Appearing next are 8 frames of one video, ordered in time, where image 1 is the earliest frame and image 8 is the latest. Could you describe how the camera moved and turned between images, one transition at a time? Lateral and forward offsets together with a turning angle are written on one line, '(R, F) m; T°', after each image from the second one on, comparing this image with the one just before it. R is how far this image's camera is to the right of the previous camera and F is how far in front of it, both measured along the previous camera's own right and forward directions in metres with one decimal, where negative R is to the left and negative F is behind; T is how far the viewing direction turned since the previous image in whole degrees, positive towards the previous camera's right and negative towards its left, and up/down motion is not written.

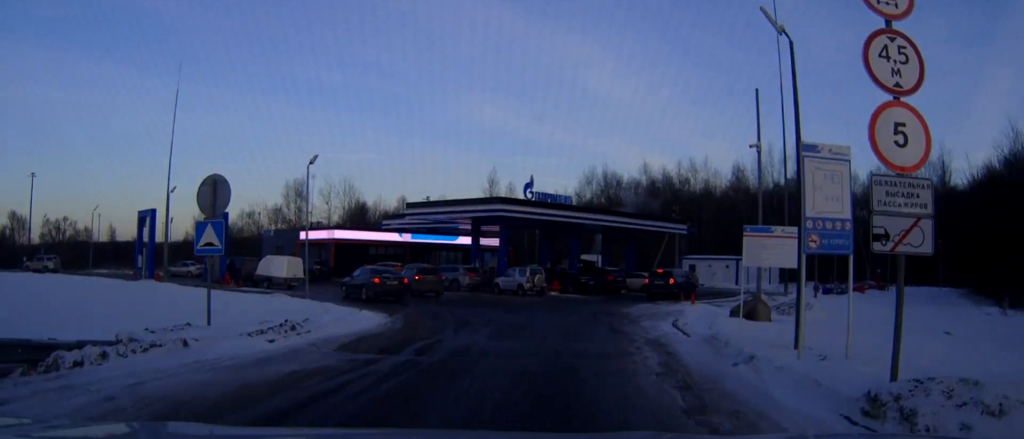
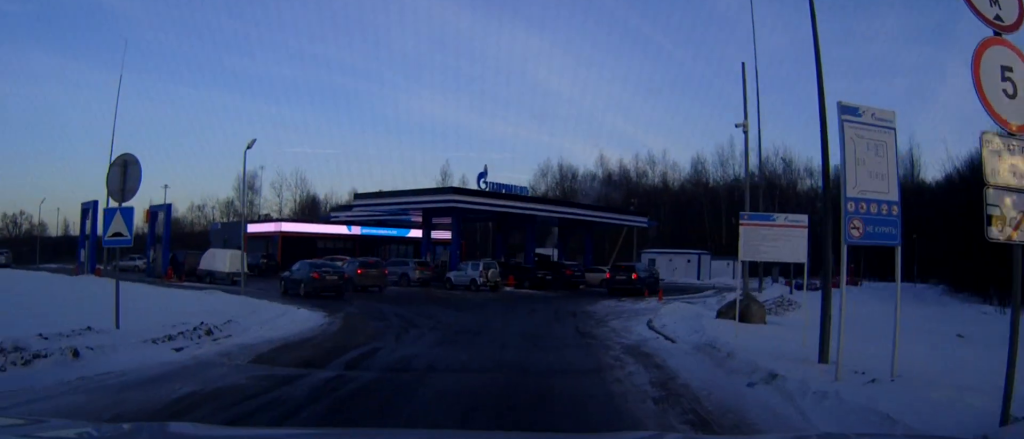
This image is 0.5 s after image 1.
(+0.1, +2.3) m; +3°
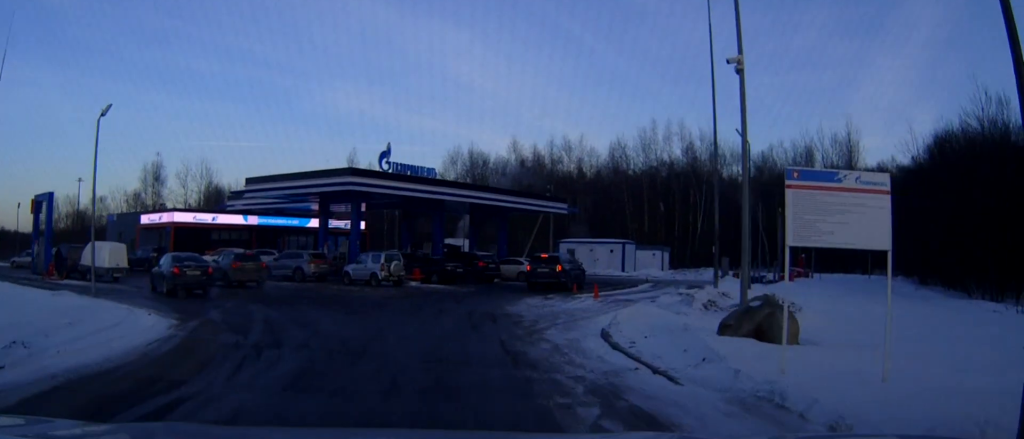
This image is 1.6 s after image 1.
(+0.2, +5.0) m; +3°
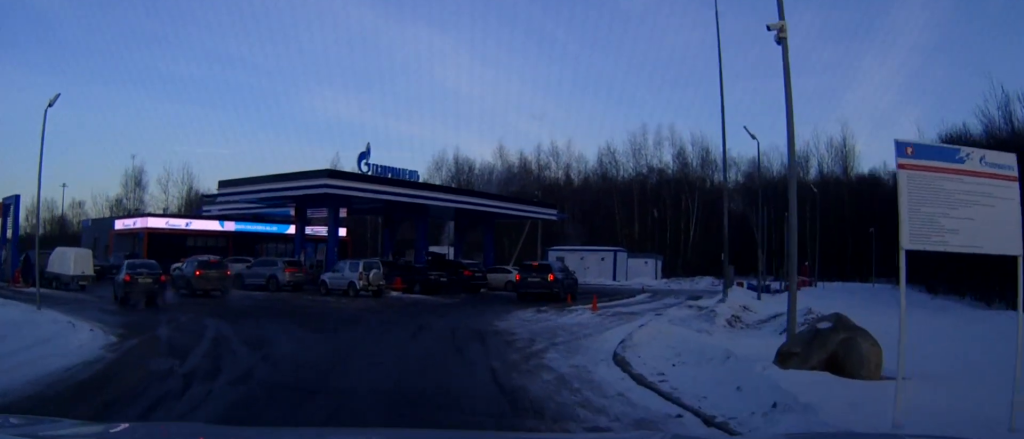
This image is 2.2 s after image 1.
(0.0, +2.4) m; 0°
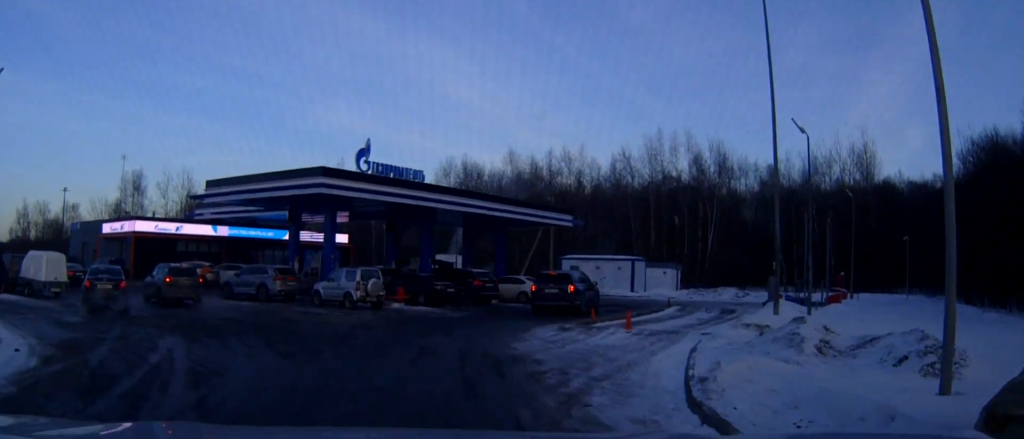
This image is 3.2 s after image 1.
(0.0, +3.4) m; 0°
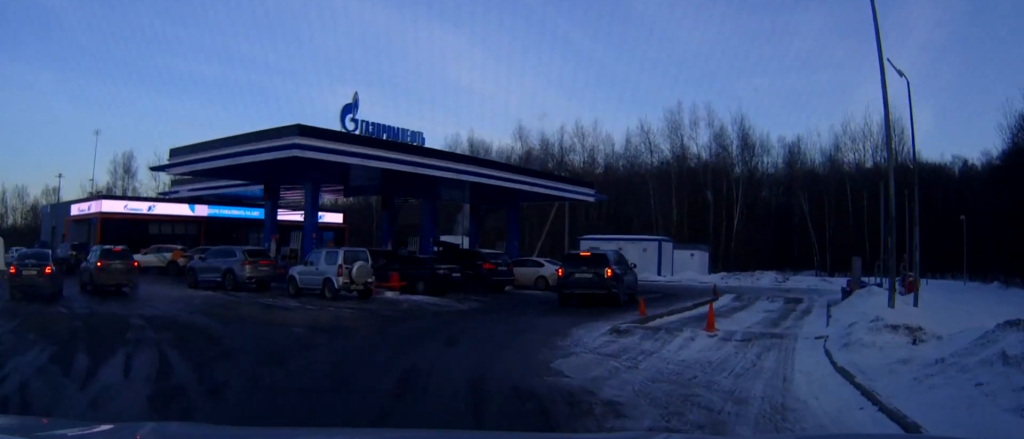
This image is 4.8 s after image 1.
(+0.1, +5.6) m; +1°
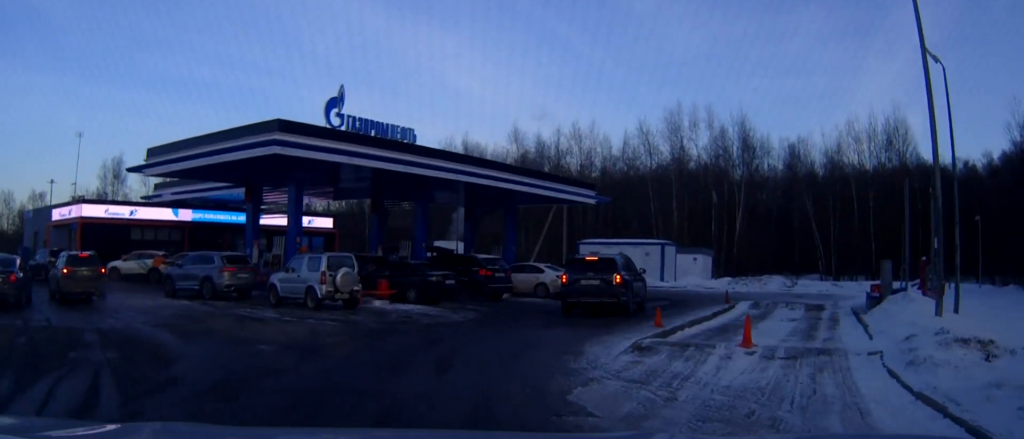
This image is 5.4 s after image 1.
(0.0, +1.9) m; +1°
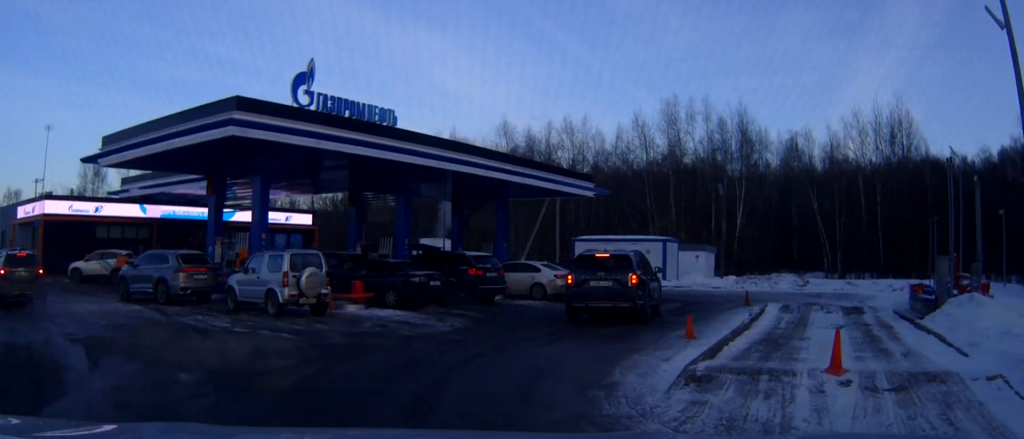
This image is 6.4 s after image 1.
(+0.1, +3.1) m; +2°
